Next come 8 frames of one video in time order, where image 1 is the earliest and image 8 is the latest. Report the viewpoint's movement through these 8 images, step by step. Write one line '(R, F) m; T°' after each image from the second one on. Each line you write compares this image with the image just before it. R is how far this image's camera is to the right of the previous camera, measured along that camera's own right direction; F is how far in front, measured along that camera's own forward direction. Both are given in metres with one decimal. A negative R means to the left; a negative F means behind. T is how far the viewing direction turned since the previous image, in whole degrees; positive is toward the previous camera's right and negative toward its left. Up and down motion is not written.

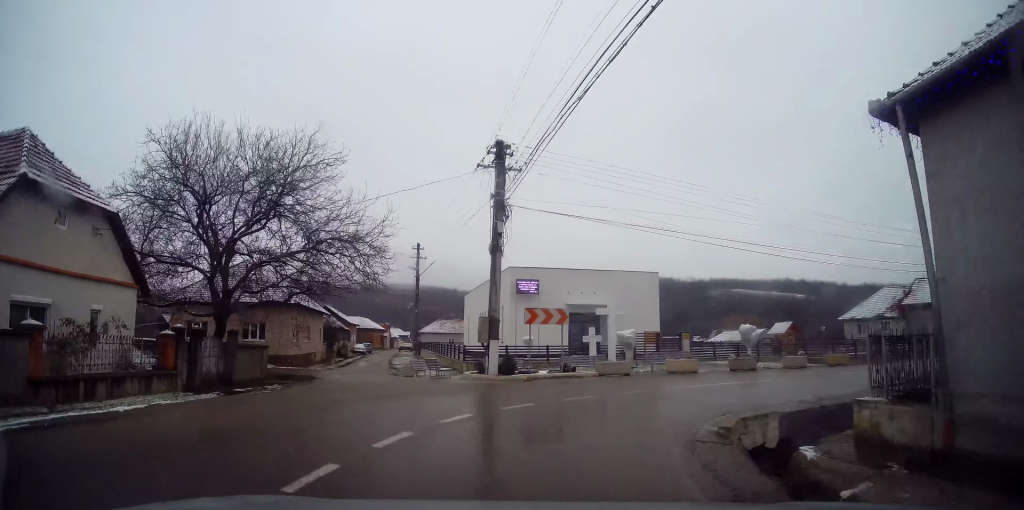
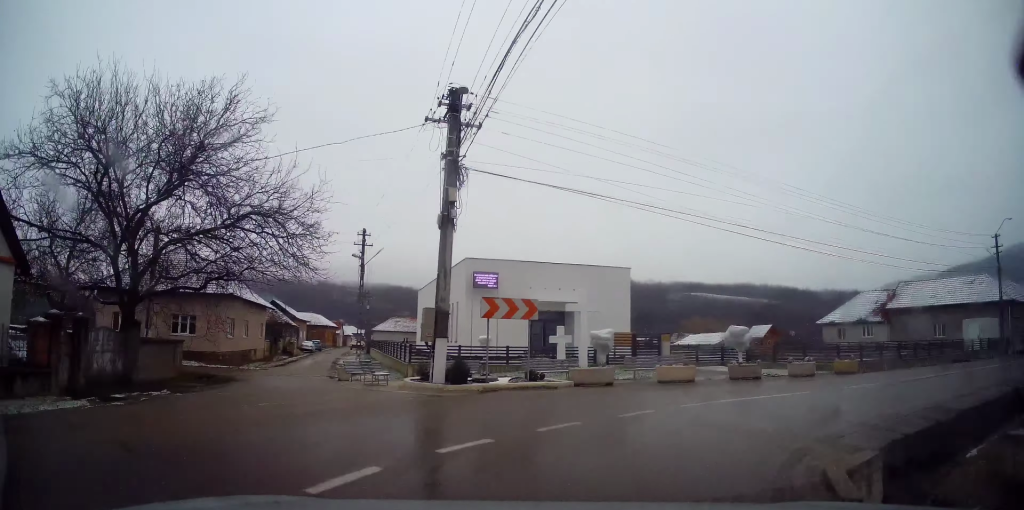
(-0.2, +3.9) m; +5°
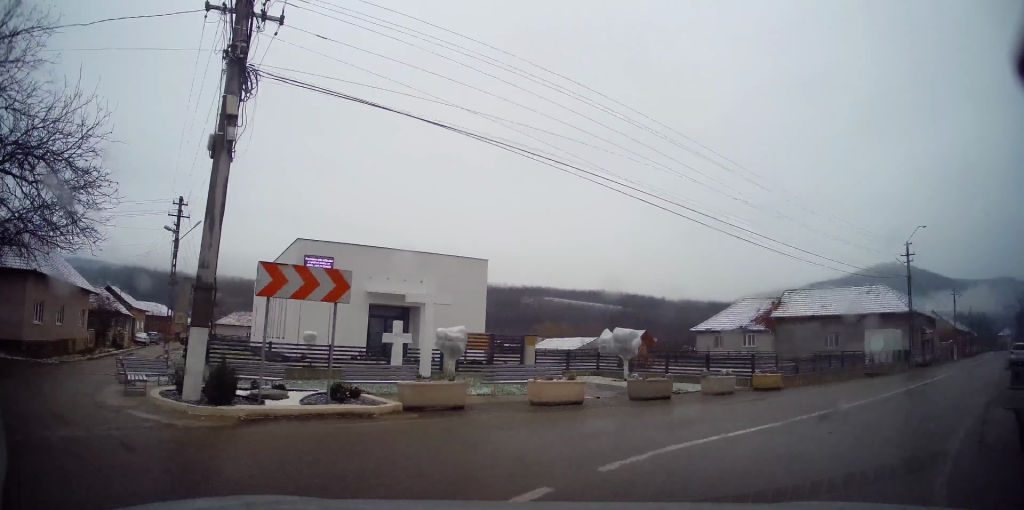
(+0.6, +5.6) m; +18°
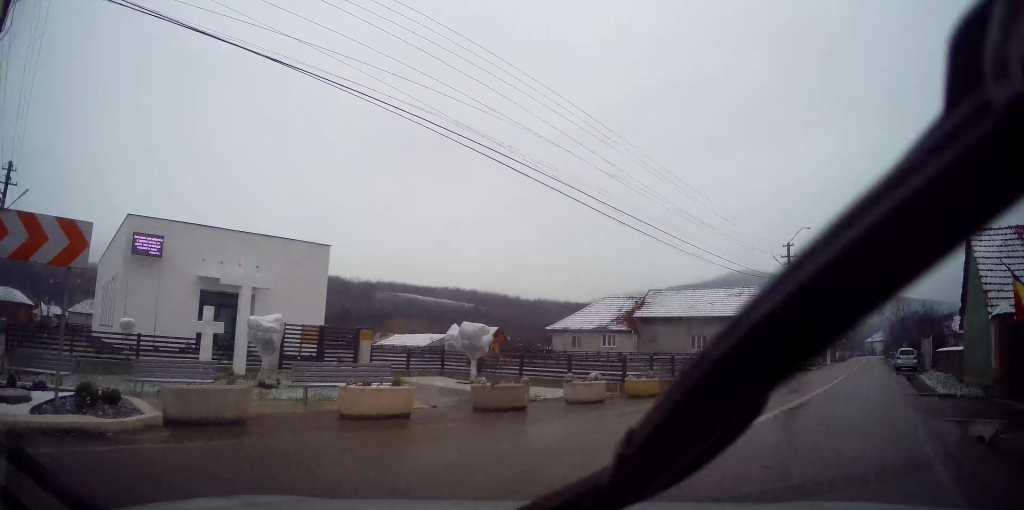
(0.0, +3.2) m; +15°
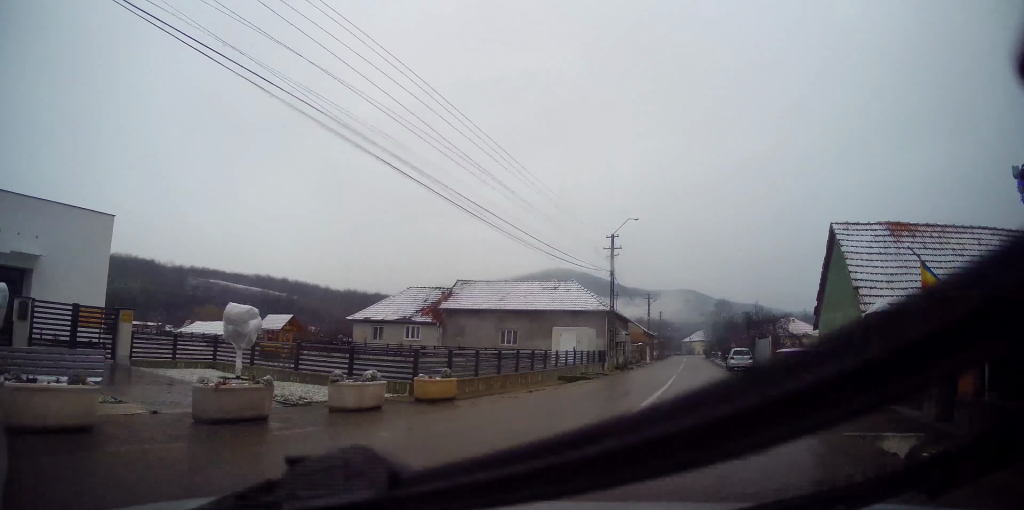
(+1.0, +3.1) m; +14°
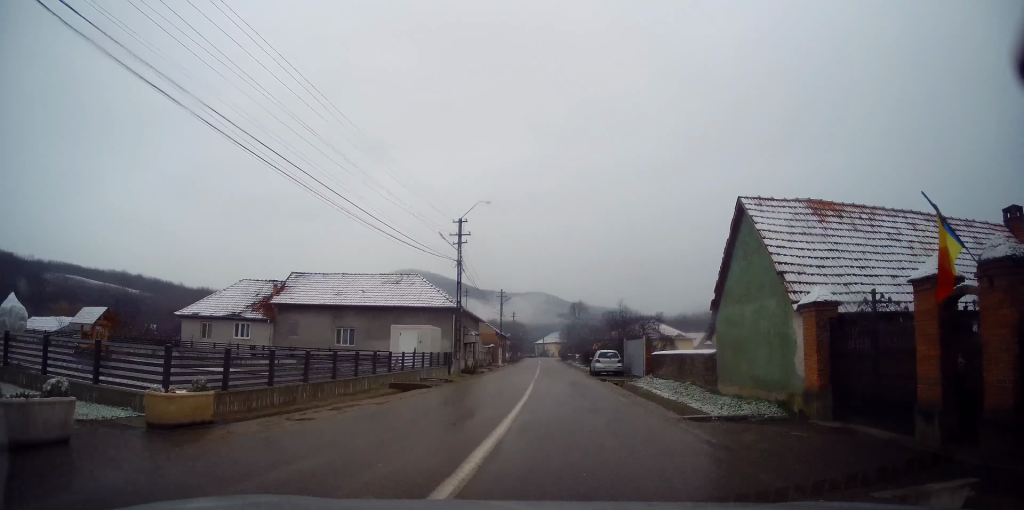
(+1.0, +4.6) m; +14°
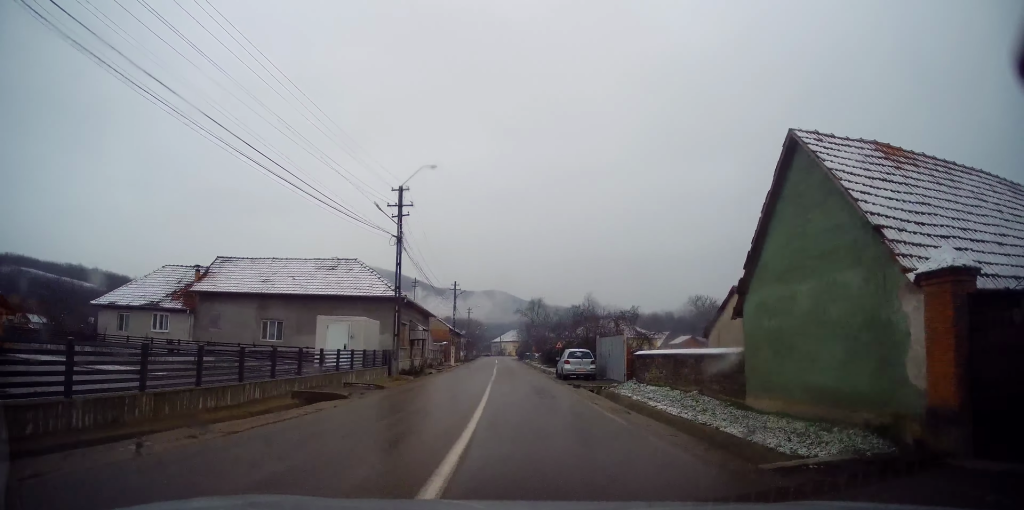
(+0.2, +5.3) m; +3°
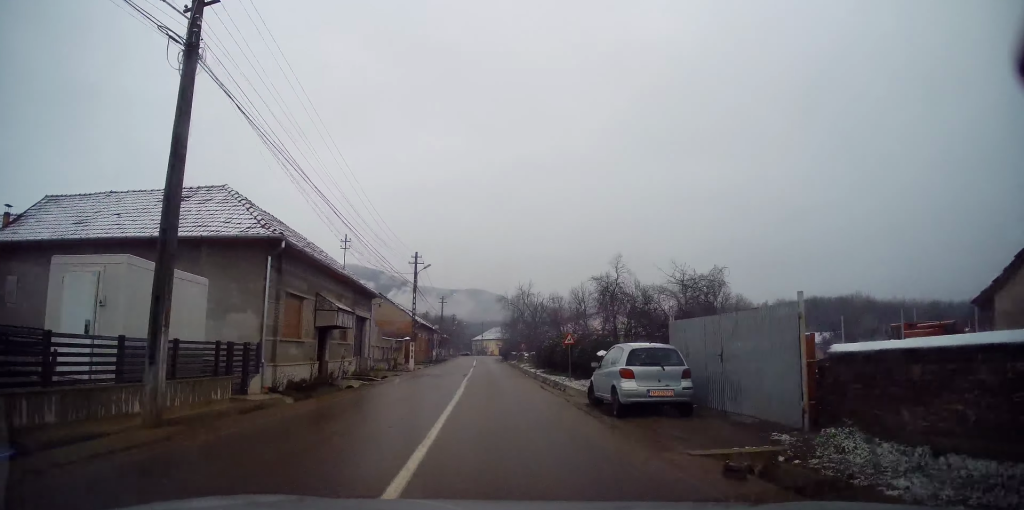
(+0.7, +15.3) m; +3°
